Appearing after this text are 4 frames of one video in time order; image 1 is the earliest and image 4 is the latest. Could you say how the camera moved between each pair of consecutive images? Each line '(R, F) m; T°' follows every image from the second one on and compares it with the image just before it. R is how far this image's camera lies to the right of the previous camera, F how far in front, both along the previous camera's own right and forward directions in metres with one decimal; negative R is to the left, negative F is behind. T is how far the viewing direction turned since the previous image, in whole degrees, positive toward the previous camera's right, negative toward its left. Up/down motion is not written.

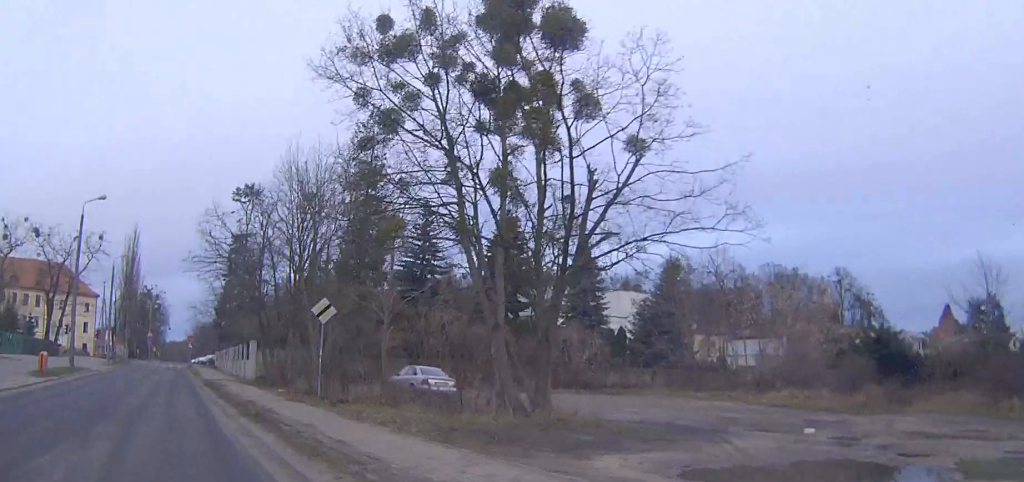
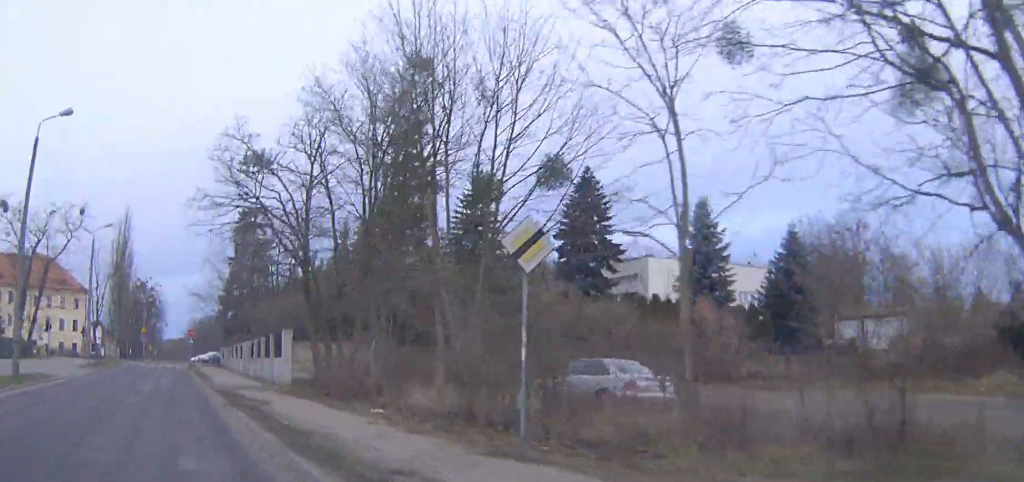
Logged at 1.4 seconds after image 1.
(+0.2, +13.5) m; +1°
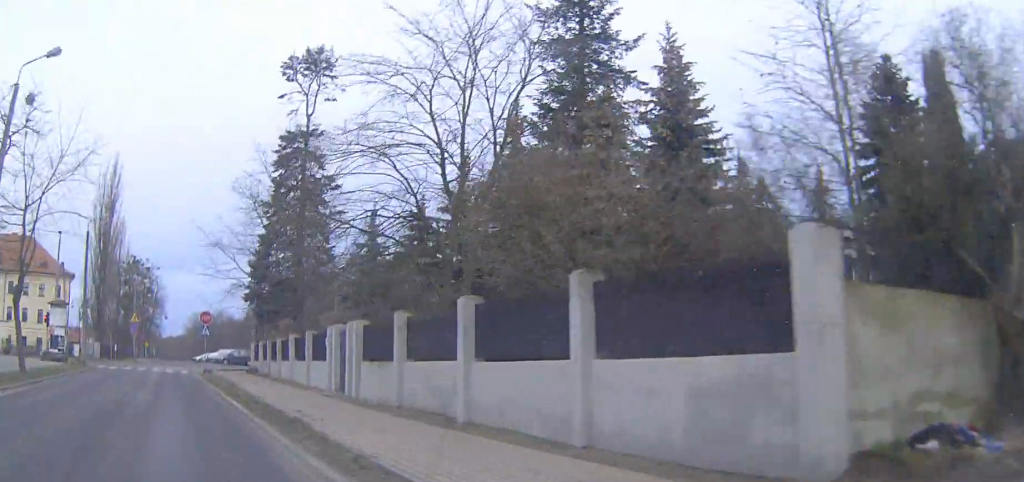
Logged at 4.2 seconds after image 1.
(+0.2, +26.5) m; +1°
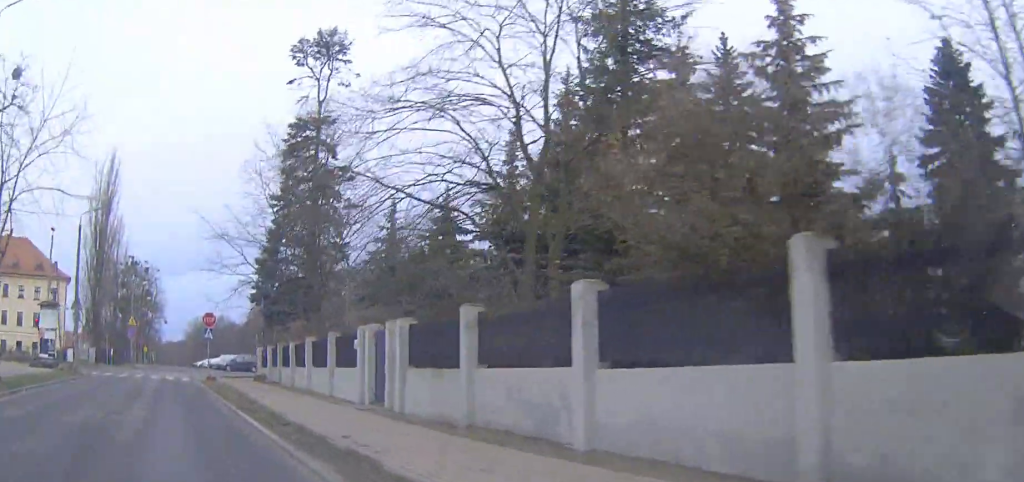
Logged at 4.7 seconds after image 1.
(0.0, +3.9) m; 0°
